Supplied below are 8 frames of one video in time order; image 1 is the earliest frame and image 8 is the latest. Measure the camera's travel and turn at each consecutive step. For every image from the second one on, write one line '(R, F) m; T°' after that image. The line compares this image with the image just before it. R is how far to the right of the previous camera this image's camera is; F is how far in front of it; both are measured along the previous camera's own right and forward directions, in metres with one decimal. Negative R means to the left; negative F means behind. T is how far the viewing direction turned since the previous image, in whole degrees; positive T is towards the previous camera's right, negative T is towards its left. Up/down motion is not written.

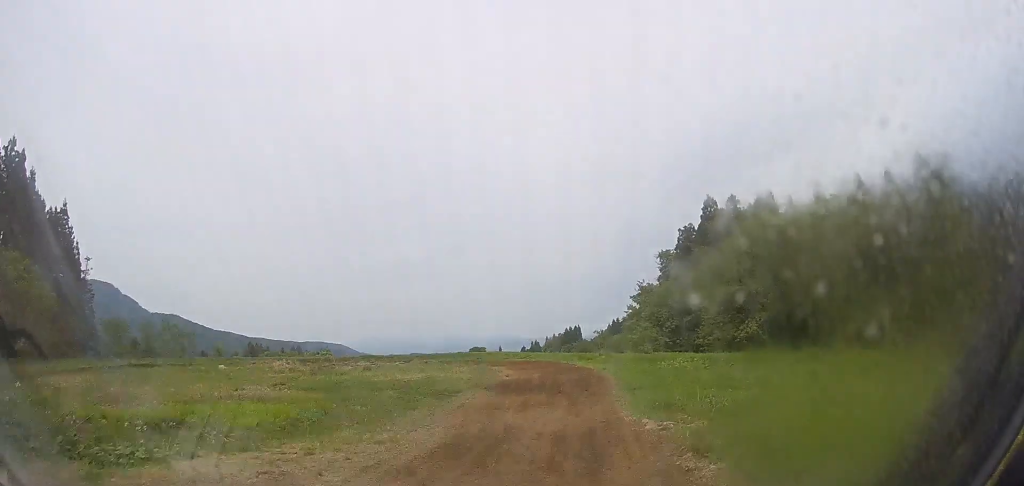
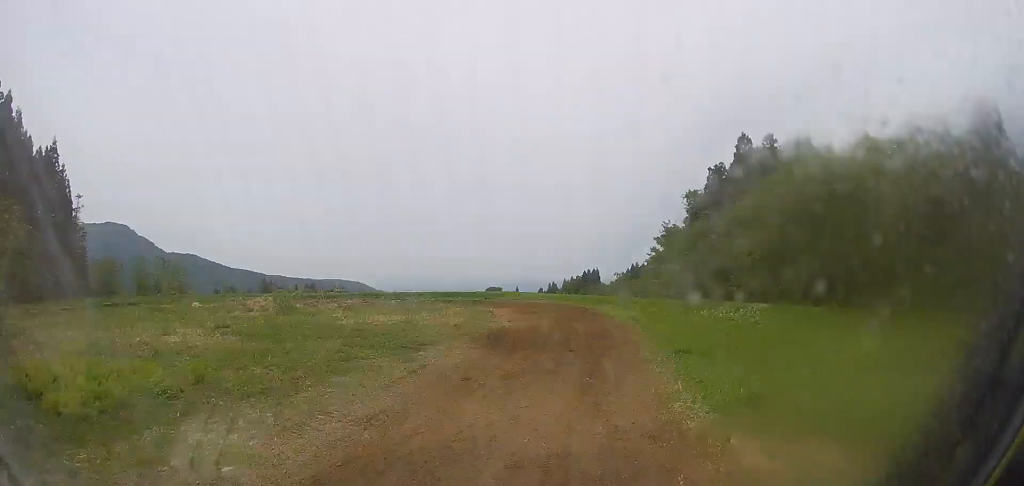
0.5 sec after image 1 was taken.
(-1.8, +5.9) m; -8°
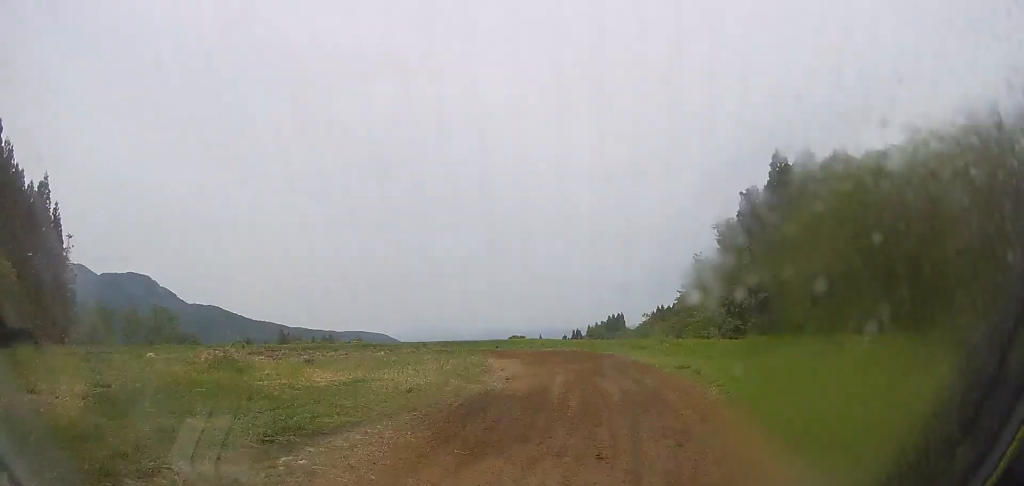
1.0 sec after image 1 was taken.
(-1.2, +7.6) m; -9°
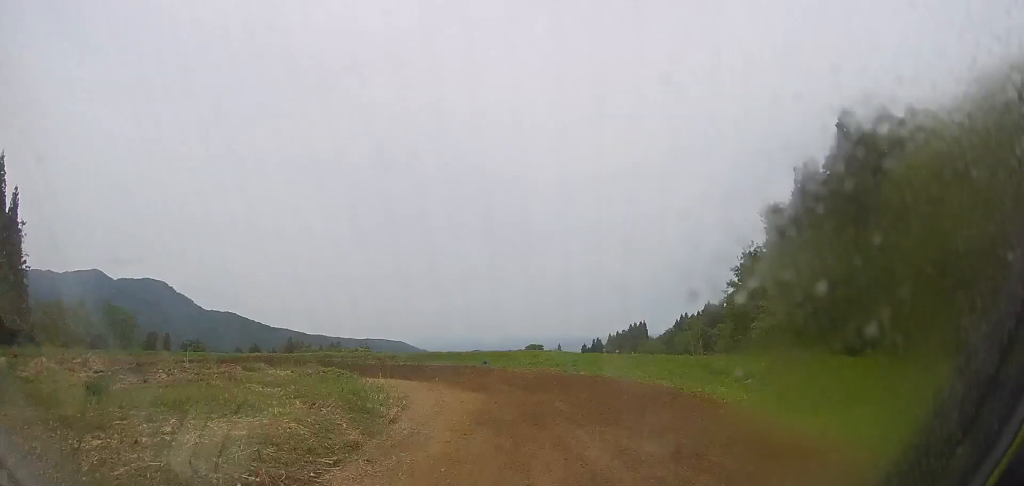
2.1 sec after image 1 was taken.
(0.0, +13.1) m; -3°
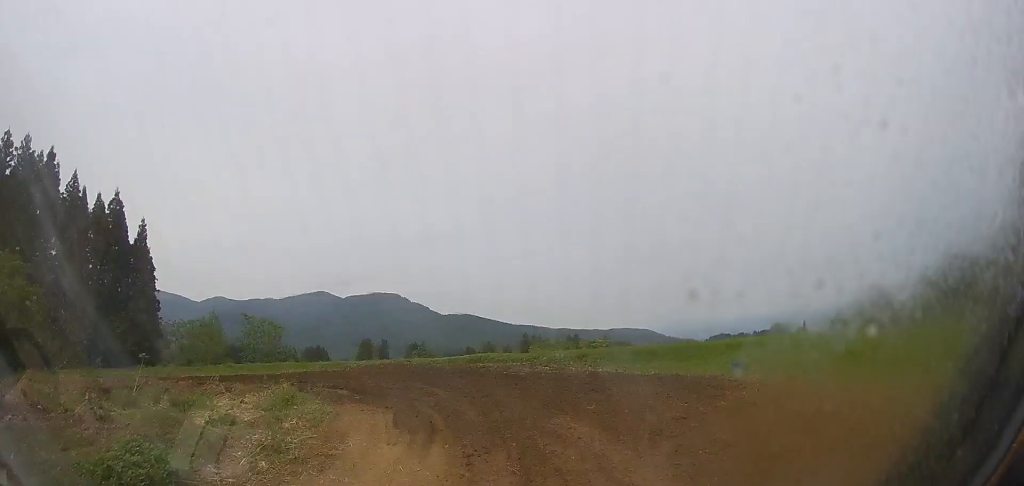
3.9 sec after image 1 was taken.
(-3.5, +14.4) m; -30°
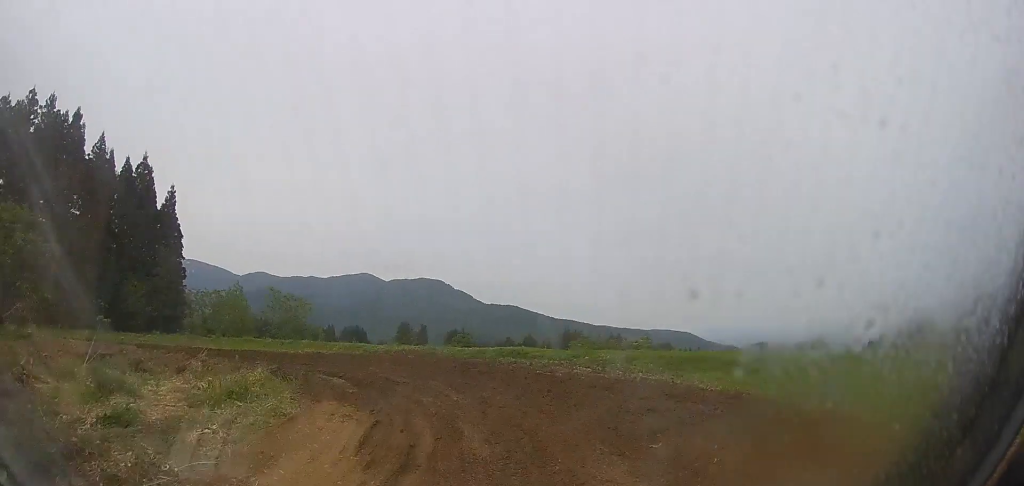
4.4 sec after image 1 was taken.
(-0.1, +3.8) m; -7°
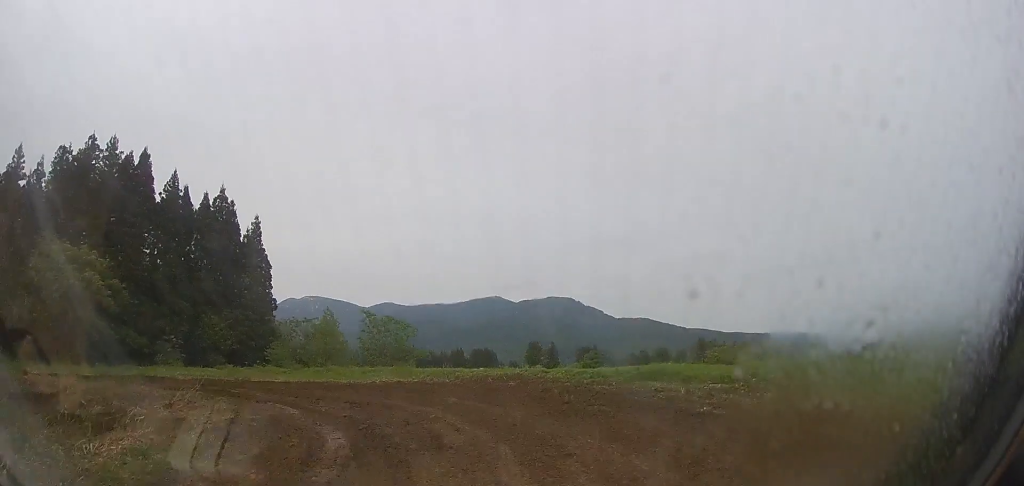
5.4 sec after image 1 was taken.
(-0.7, +7.6) m; -24°
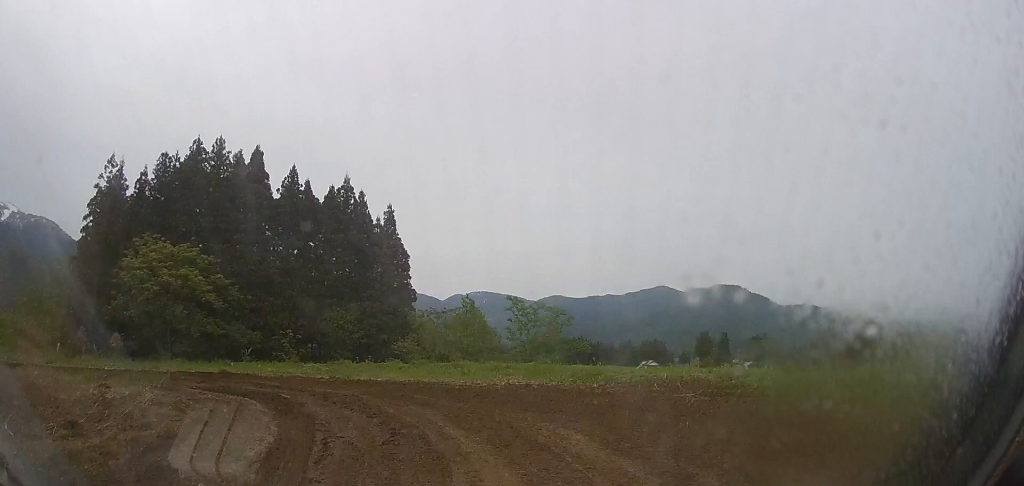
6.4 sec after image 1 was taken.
(-1.9, +5.8) m; -40°
